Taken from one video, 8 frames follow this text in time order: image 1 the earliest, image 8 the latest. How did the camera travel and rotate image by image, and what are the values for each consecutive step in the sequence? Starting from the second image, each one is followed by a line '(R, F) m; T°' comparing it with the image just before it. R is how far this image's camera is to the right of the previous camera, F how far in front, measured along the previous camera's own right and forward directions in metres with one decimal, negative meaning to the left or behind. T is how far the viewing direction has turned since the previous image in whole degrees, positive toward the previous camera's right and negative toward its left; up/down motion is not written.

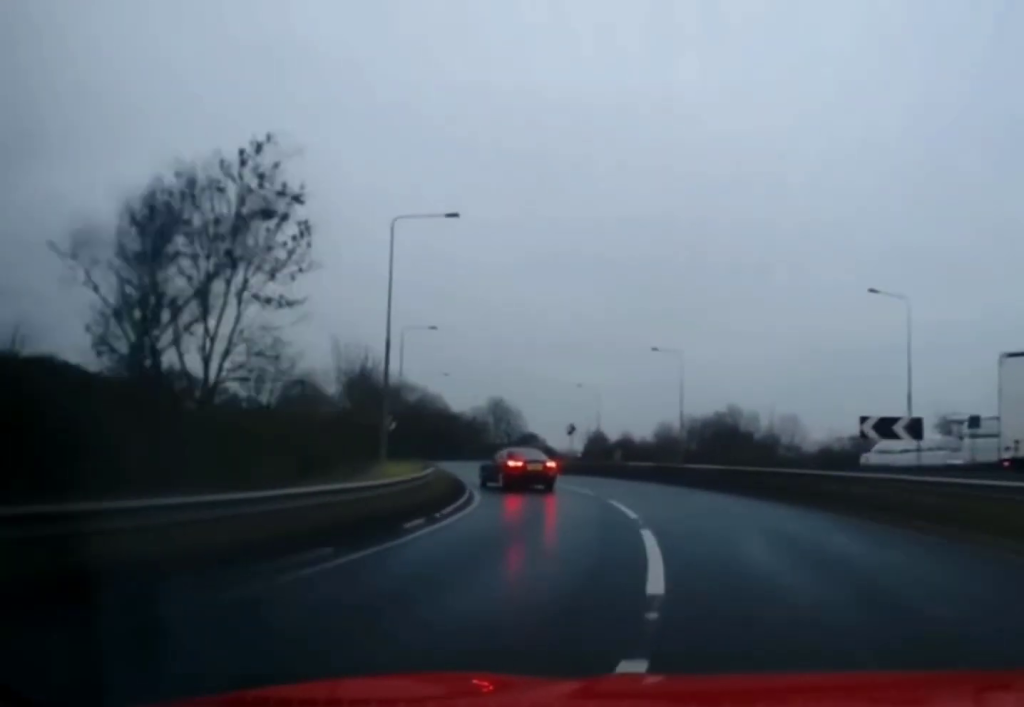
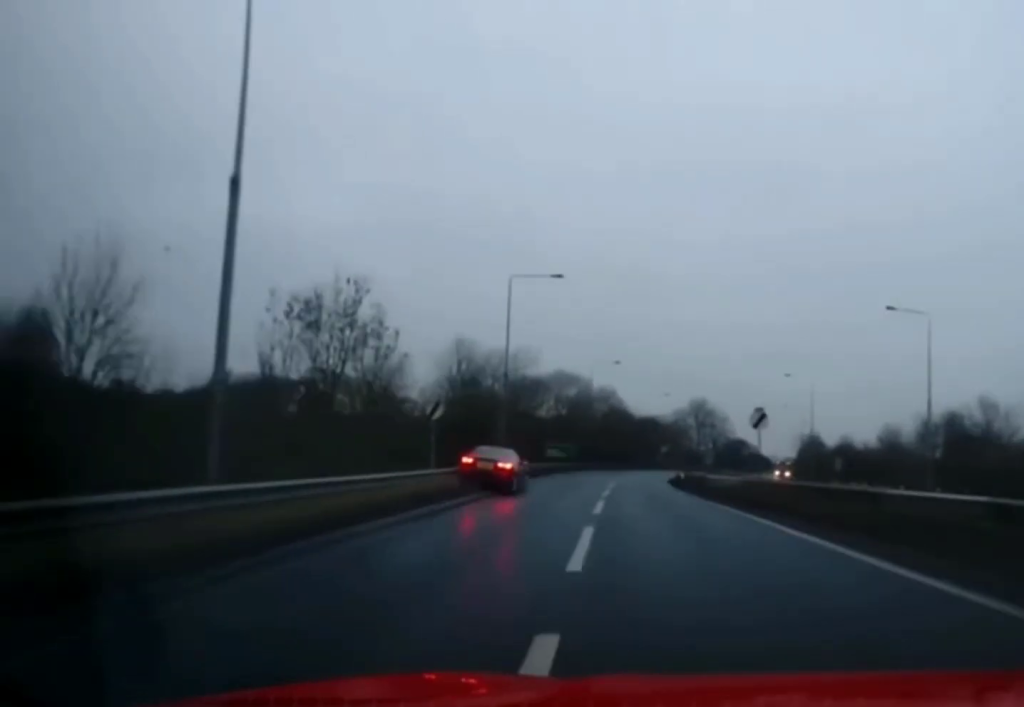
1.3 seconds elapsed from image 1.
(-2.9, +26.2) m; -13°
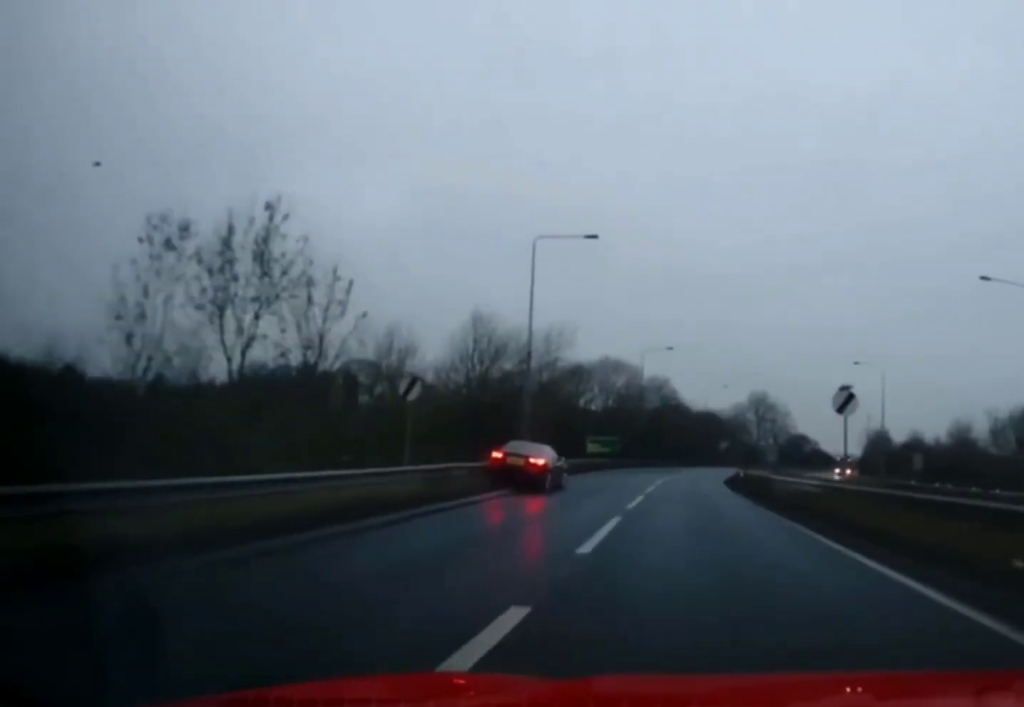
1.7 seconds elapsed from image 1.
(-0.3, +8.5) m; -3°
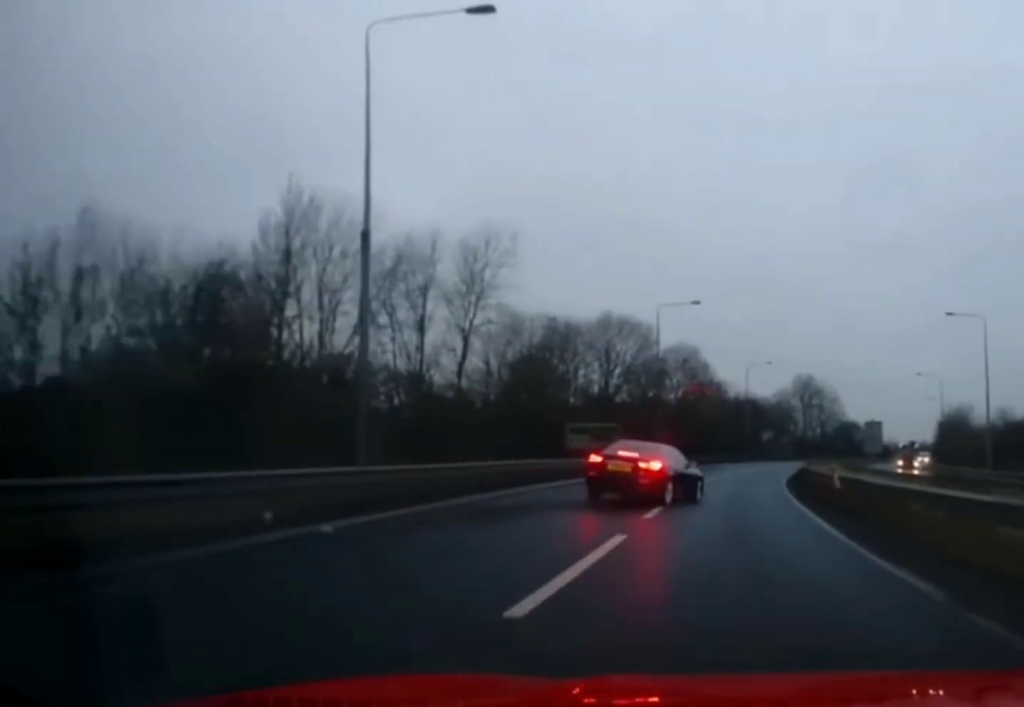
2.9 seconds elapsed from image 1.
(-1.4, +22.0) m; -4°
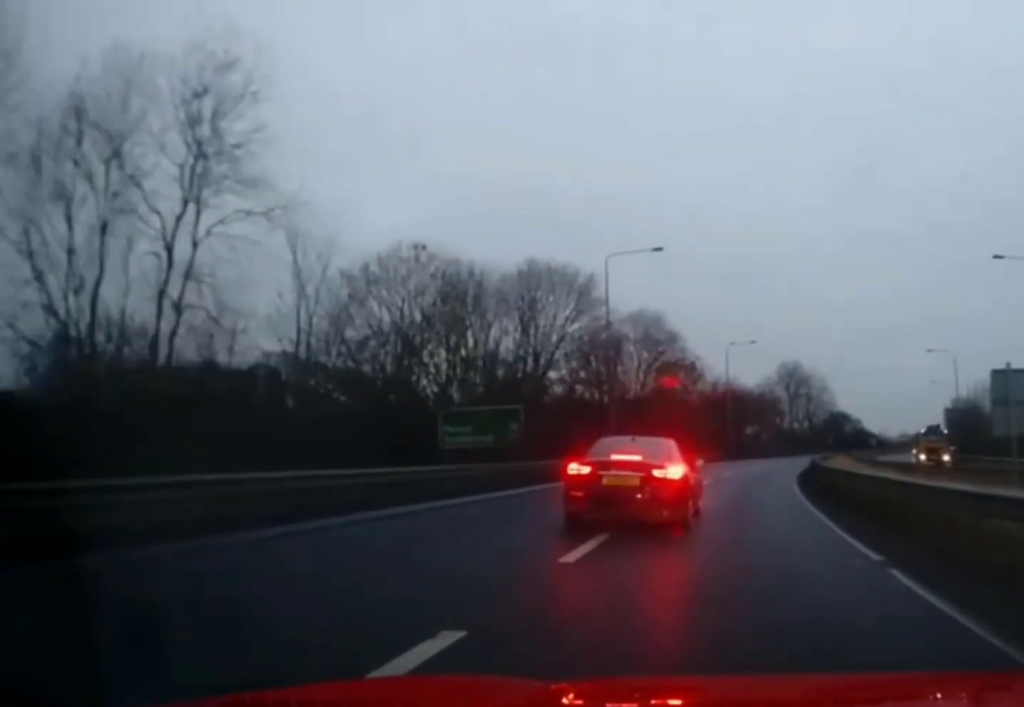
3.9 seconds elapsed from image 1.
(0.0, +14.5) m; +1°
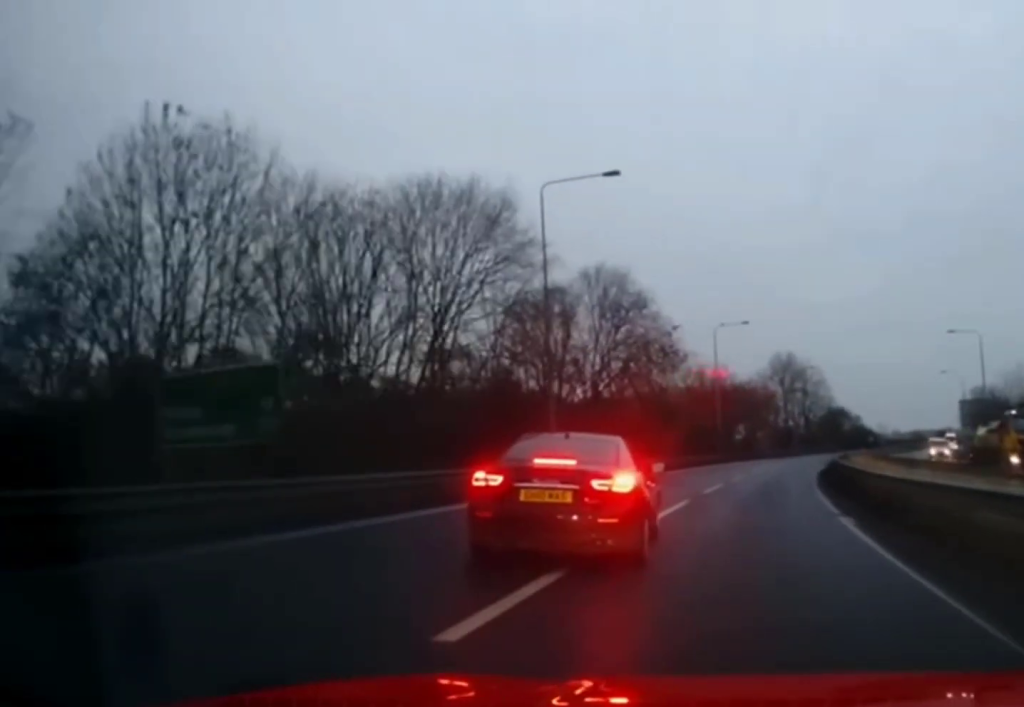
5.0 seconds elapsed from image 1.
(+0.2, +12.8) m; +1°
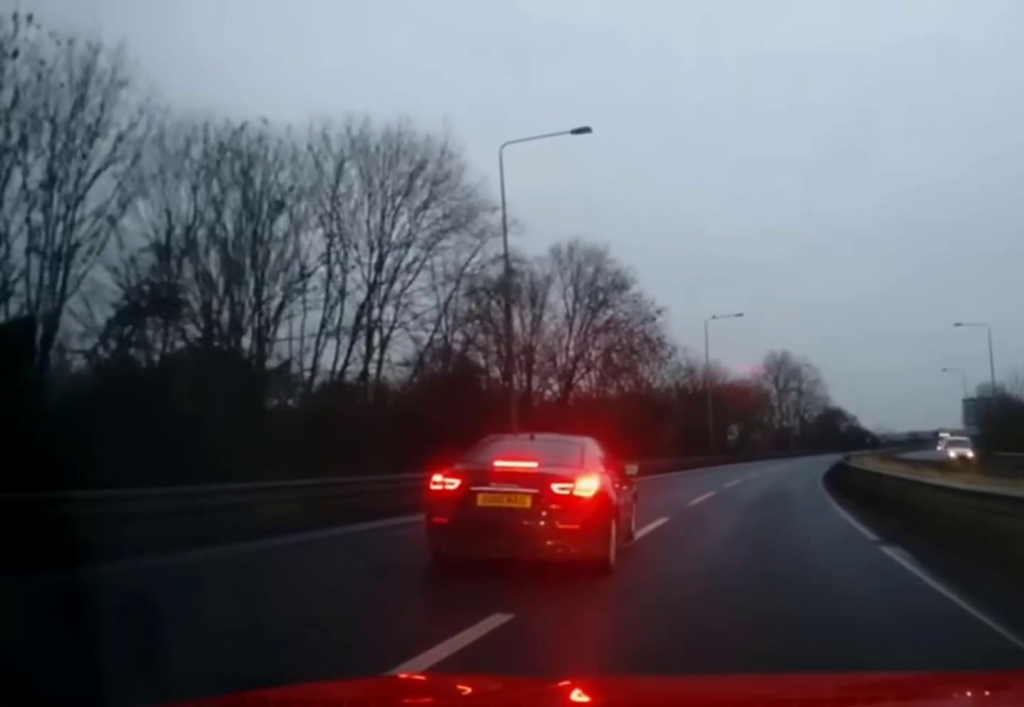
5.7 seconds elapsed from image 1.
(0.0, +5.1) m; 0°
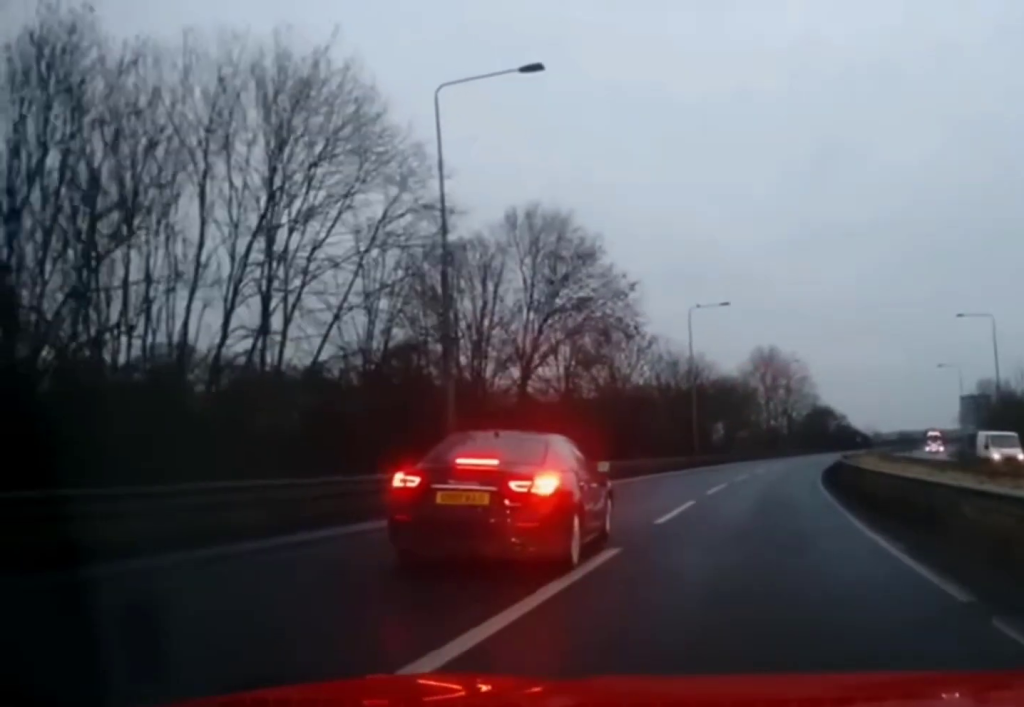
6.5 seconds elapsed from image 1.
(-0.1, +5.0) m; +1°
